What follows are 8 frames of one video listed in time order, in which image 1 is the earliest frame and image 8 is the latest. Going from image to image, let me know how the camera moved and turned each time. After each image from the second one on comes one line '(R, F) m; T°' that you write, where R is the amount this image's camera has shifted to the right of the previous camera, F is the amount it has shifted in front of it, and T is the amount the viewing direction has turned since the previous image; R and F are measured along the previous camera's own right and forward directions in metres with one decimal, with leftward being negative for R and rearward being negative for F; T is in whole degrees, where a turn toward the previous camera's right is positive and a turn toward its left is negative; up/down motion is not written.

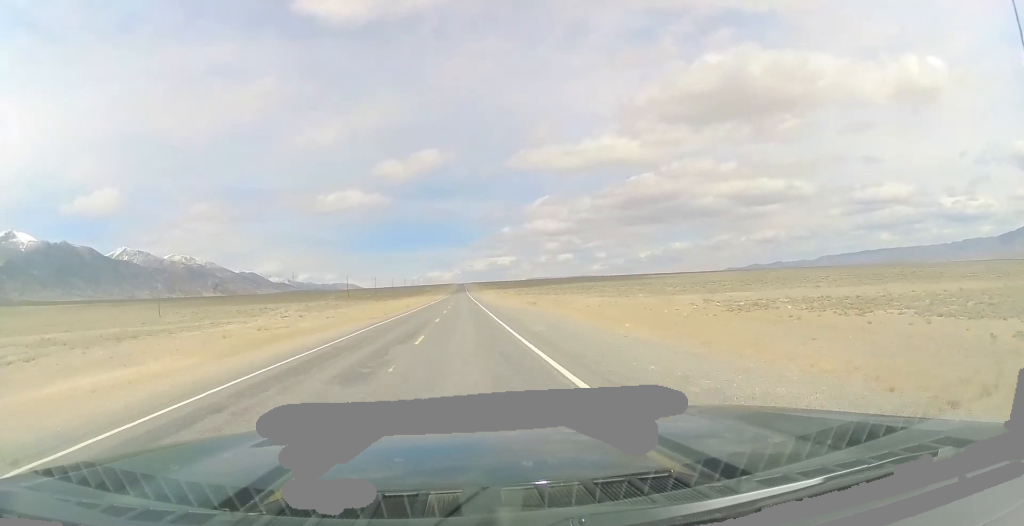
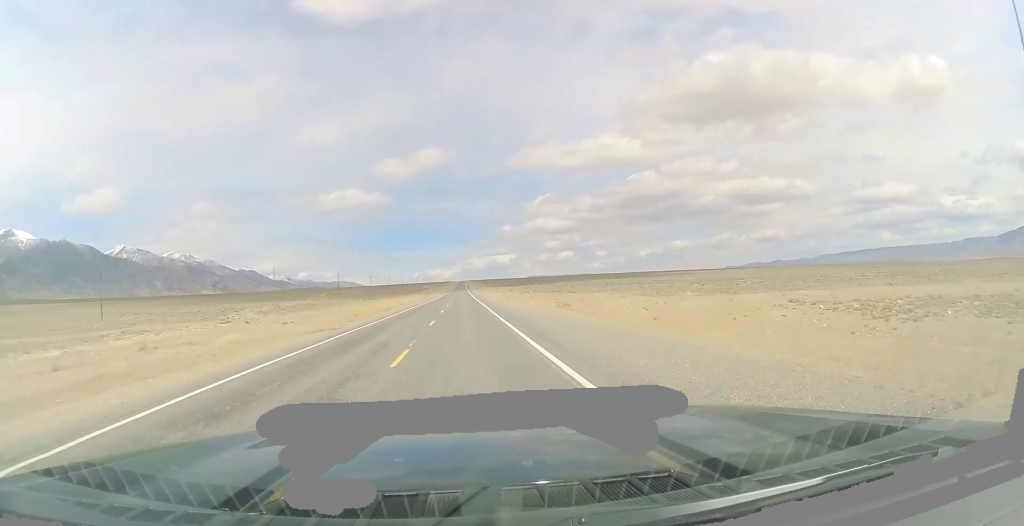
(+0.1, +20.1) m; 0°
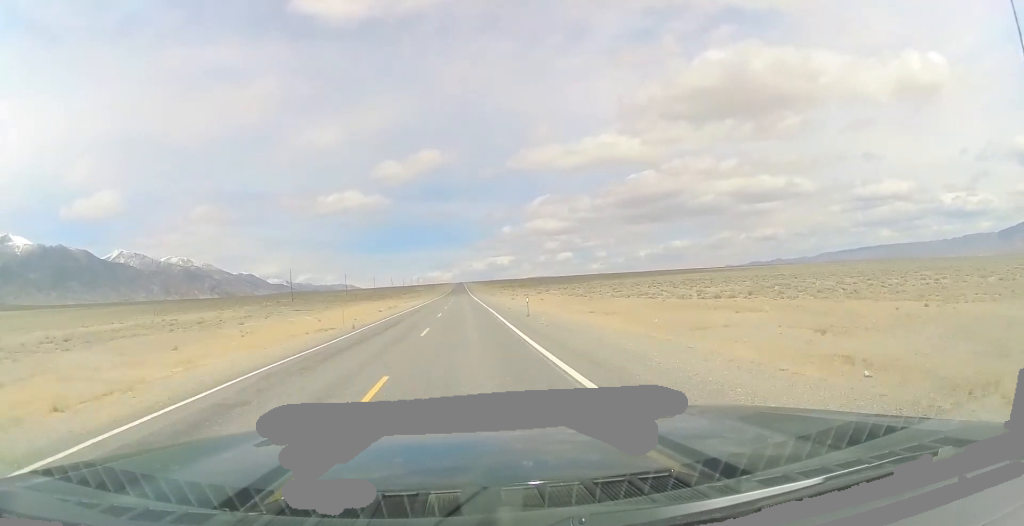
(-0.4, +73.4) m; +1°
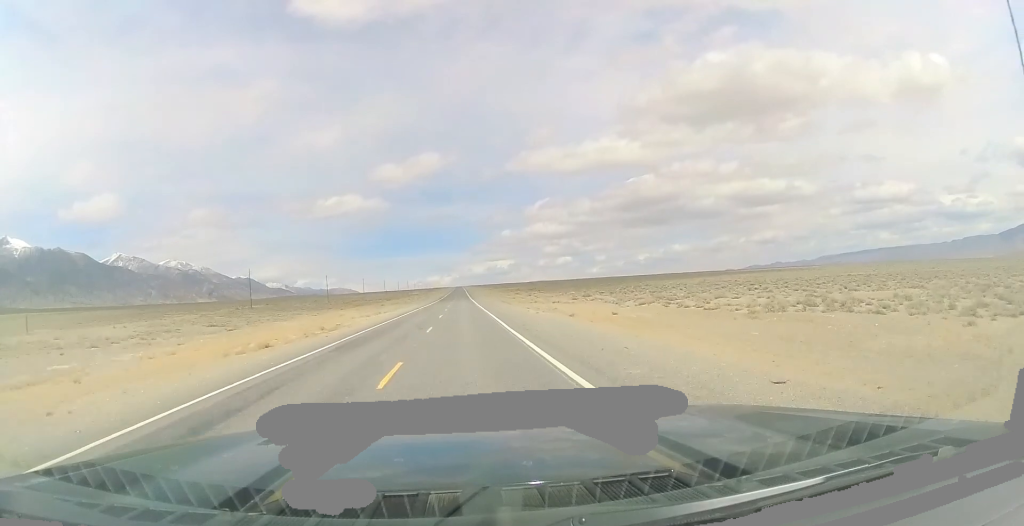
(+0.3, +38.0) m; 0°
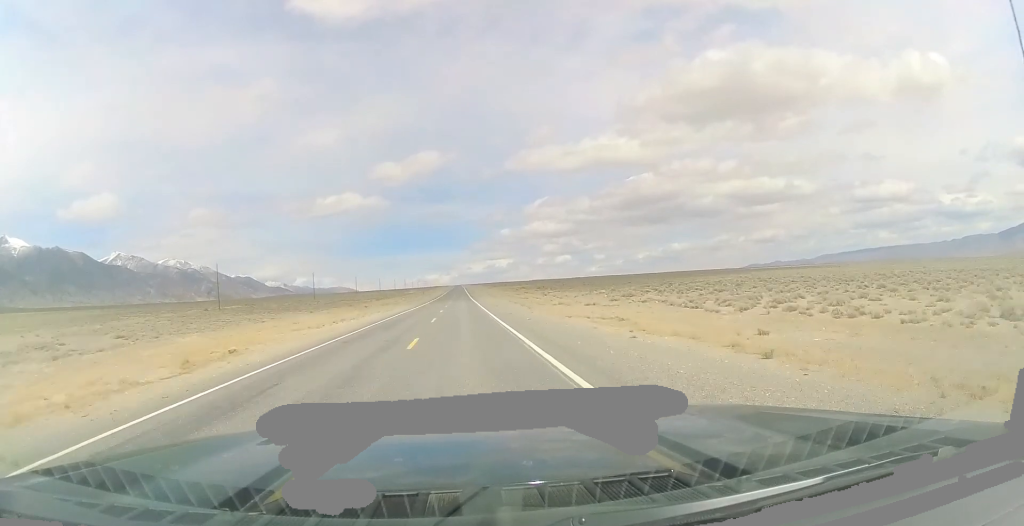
(-0.1, +21.4) m; 0°
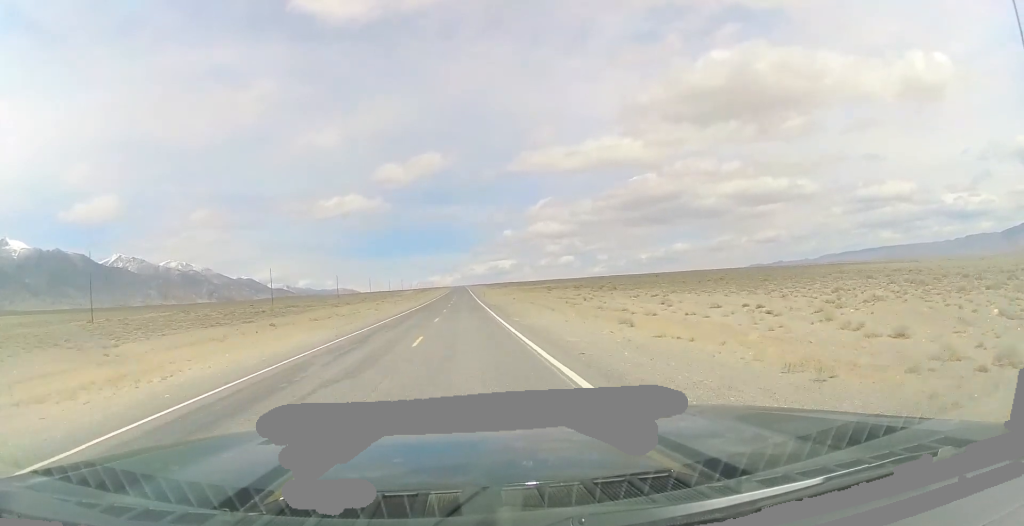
(-0.6, +53.4) m; -1°
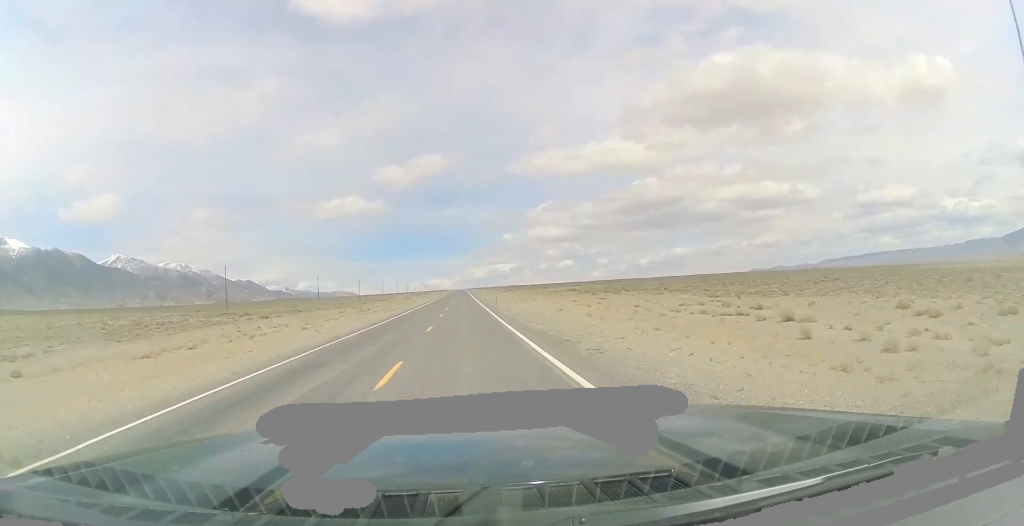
(-0.2, +34.4) m; 0°
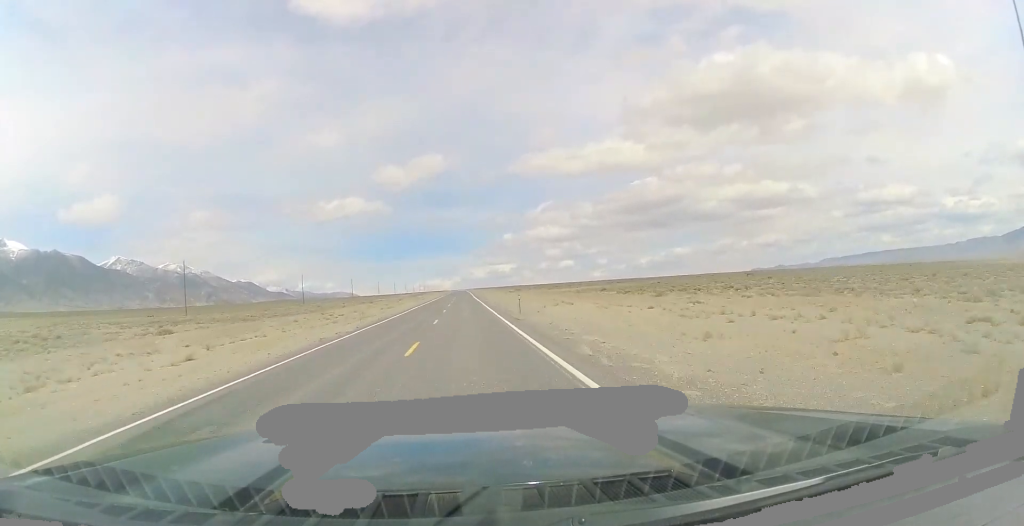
(+0.3, +22.4) m; +1°
